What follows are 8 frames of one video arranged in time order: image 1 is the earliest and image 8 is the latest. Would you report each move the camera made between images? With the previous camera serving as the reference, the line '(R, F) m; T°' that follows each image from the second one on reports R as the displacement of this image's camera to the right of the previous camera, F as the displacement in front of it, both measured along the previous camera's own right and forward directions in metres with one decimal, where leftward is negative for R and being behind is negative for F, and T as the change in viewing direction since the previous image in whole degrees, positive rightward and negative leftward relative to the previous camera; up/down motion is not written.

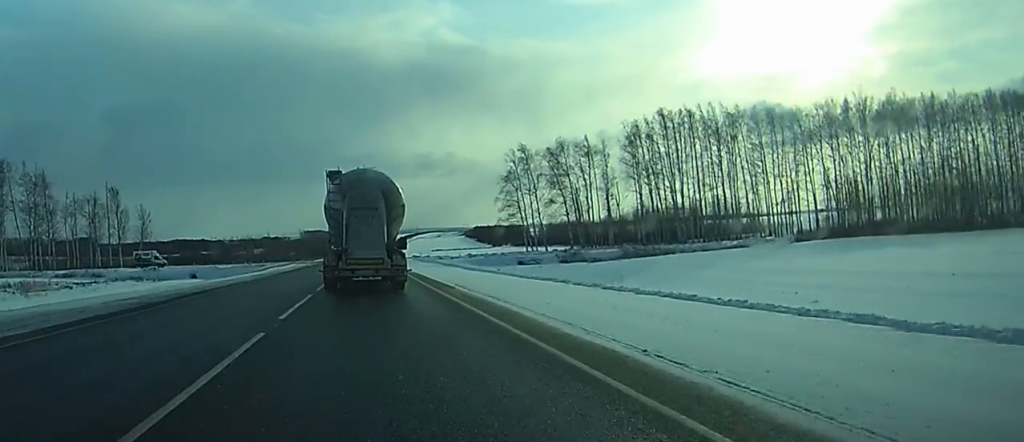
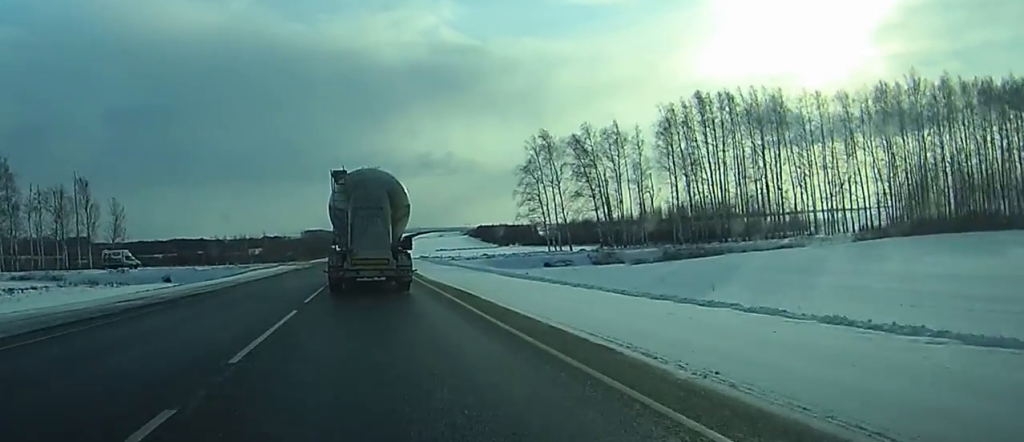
(0.0, +18.2) m; 0°
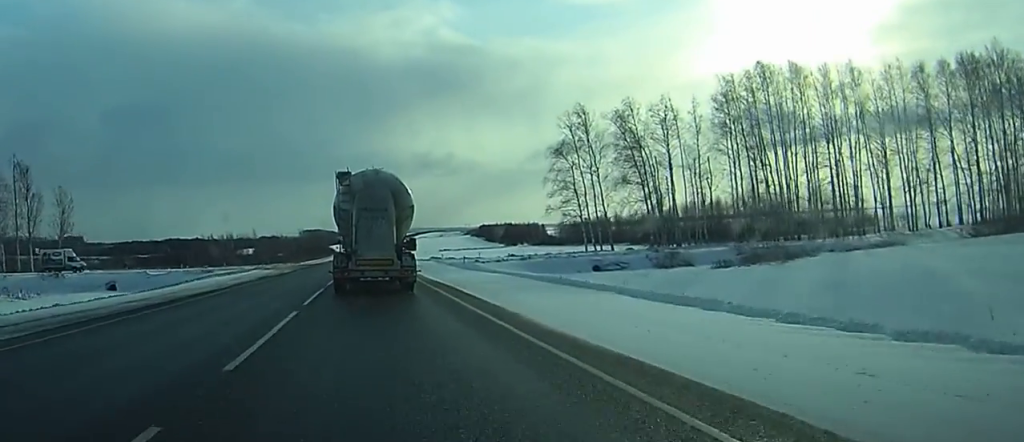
(0.0, +24.7) m; 0°
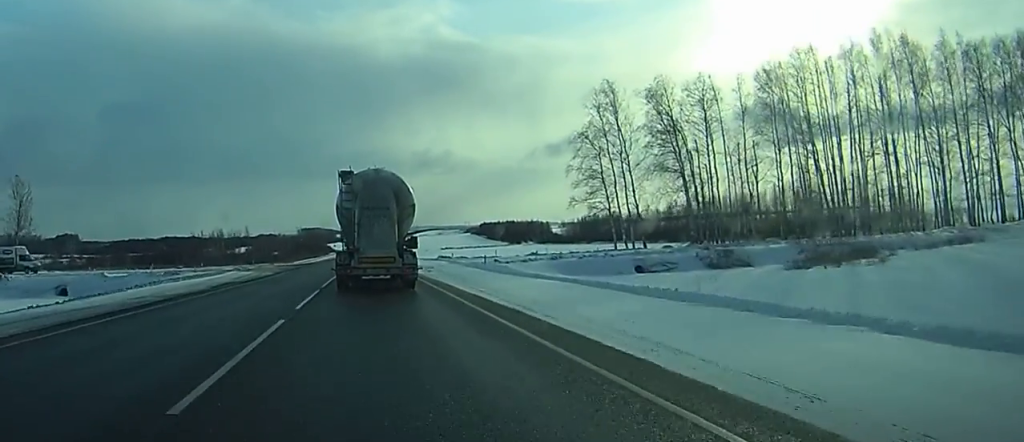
(0.0, +14.5) m; 0°
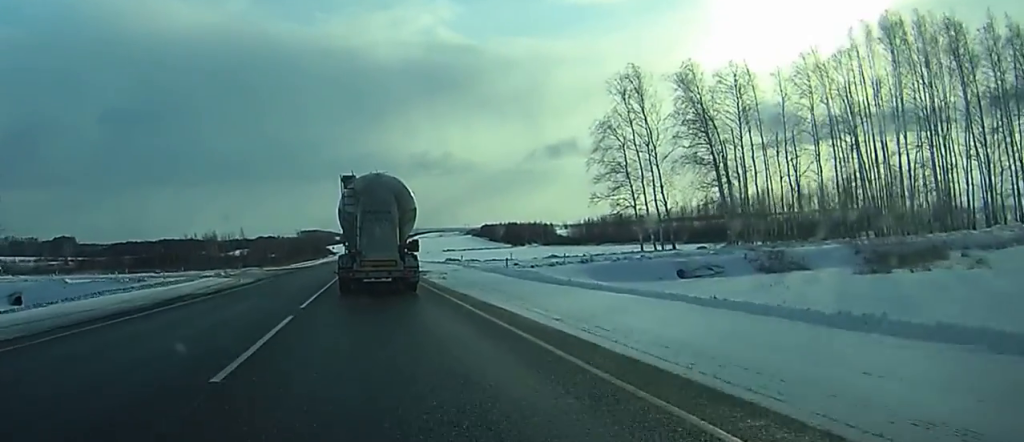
(-0.1, +10.1) m; 0°
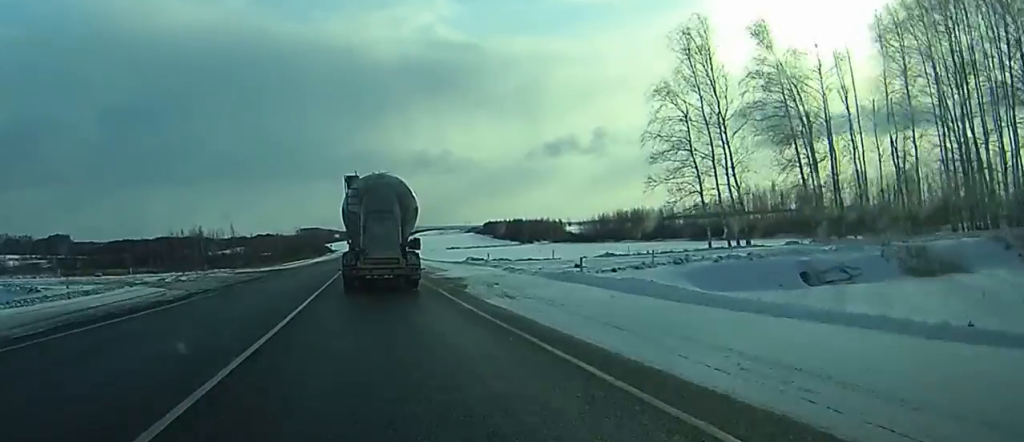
(+0.1, +19.0) m; 0°
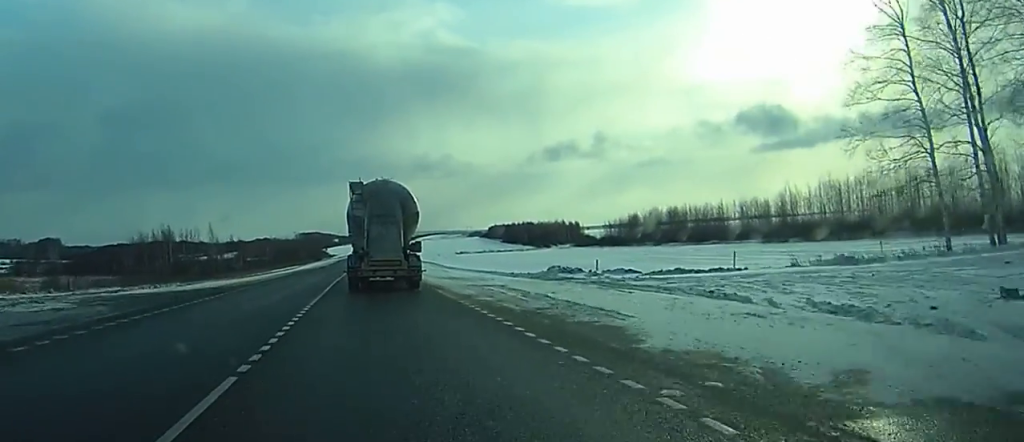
(0.0, +32.6) m; 0°
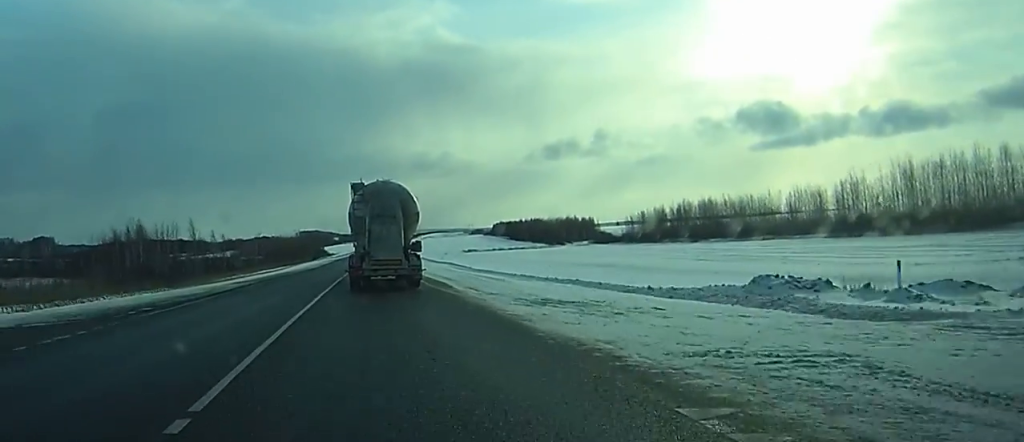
(0.0, +22.1) m; 0°
